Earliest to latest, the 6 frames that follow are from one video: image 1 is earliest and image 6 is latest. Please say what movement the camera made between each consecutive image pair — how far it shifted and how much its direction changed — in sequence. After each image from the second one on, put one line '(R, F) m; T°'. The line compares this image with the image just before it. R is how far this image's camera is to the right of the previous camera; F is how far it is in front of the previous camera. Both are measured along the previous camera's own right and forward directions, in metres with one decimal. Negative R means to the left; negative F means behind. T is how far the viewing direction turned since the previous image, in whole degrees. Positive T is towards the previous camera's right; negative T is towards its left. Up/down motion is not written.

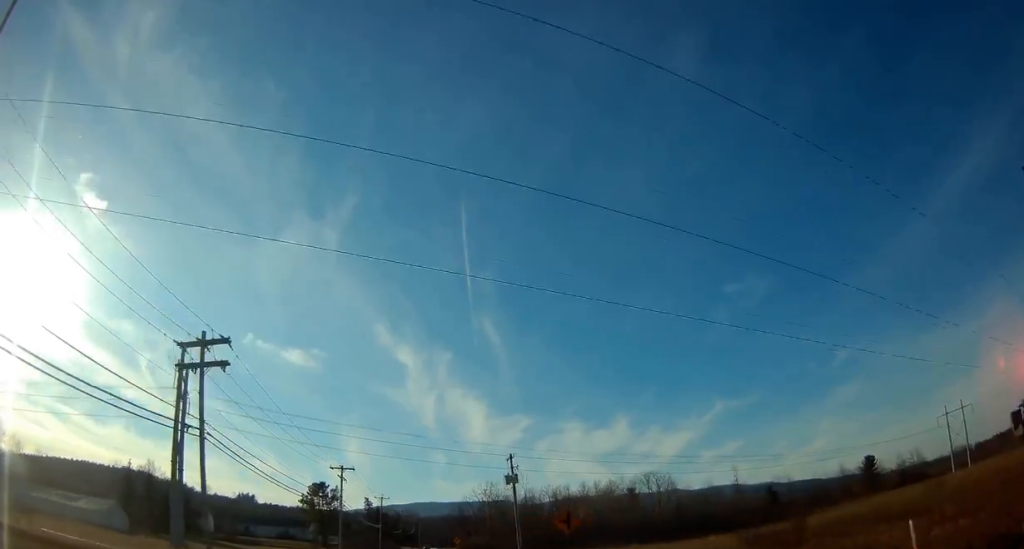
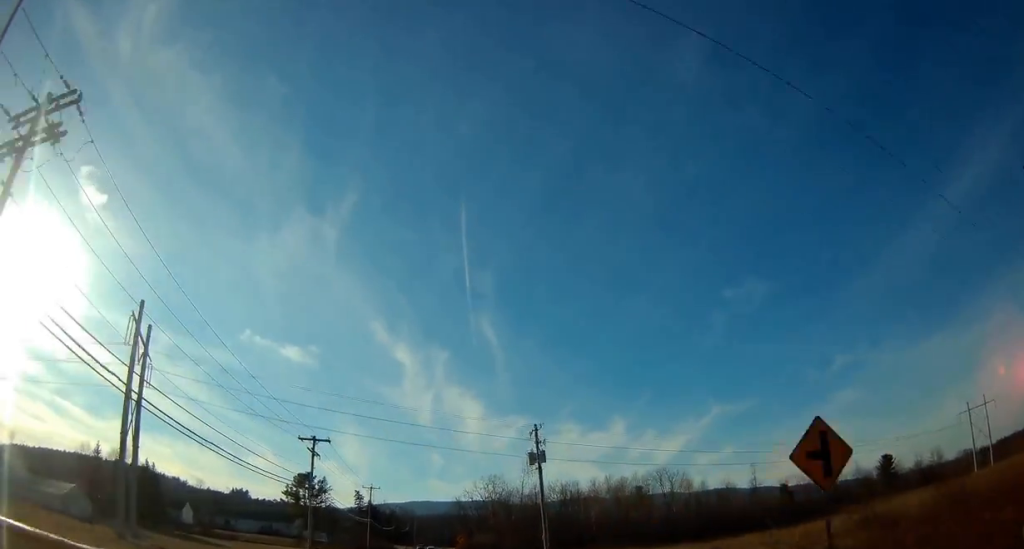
(0.0, +14.1) m; +1°
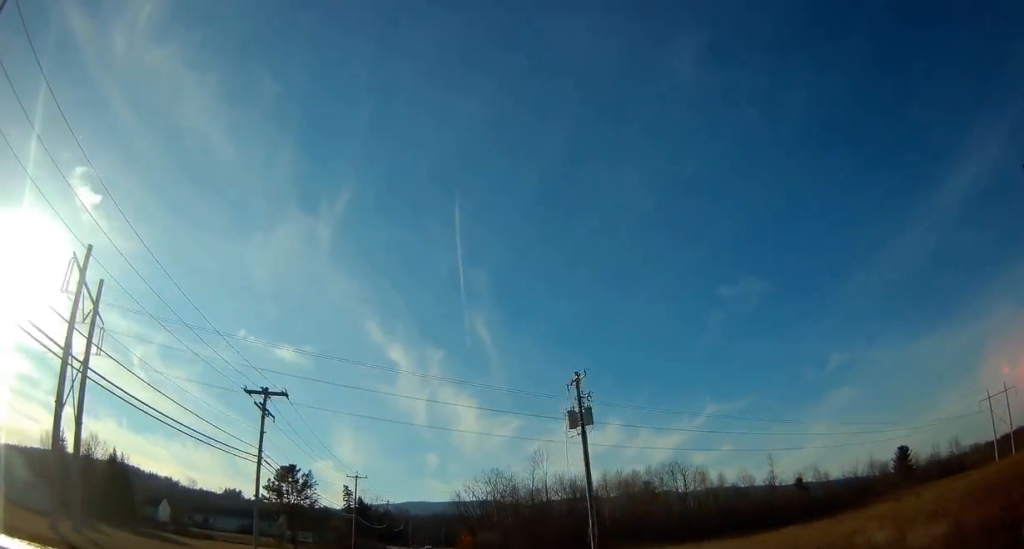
(0.0, +13.2) m; +1°
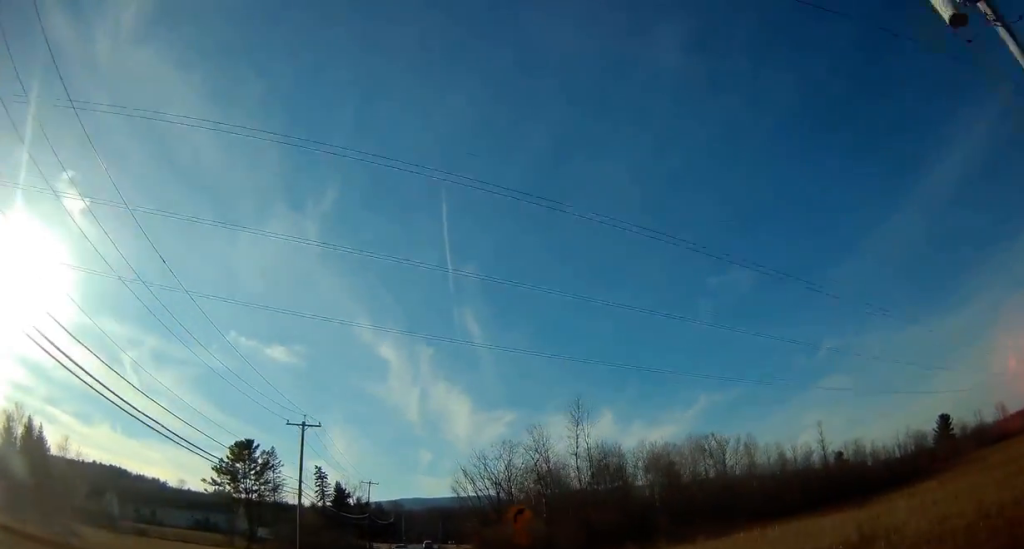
(+0.4, +28.1) m; +1°
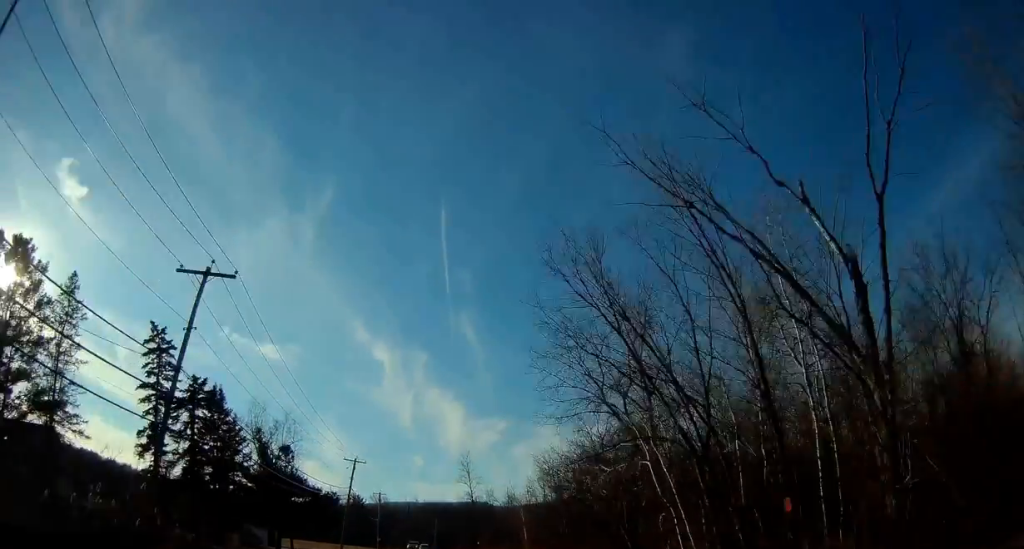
(0.0, +63.4) m; 0°
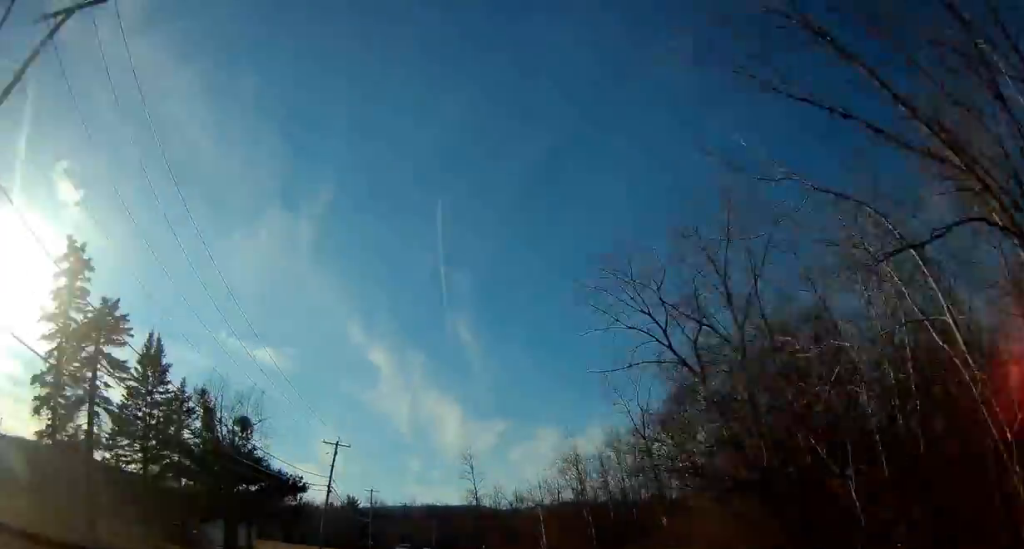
(0.0, +12.3) m; 0°
